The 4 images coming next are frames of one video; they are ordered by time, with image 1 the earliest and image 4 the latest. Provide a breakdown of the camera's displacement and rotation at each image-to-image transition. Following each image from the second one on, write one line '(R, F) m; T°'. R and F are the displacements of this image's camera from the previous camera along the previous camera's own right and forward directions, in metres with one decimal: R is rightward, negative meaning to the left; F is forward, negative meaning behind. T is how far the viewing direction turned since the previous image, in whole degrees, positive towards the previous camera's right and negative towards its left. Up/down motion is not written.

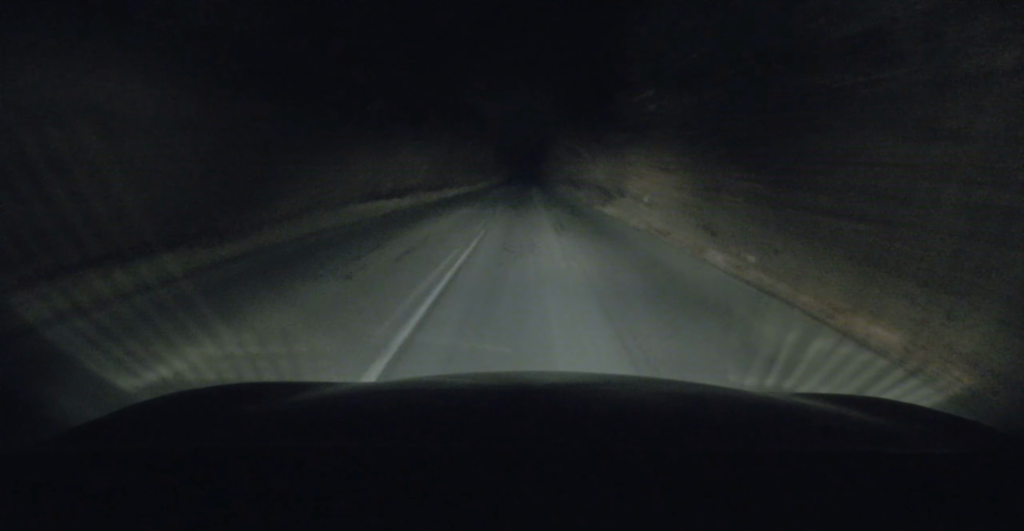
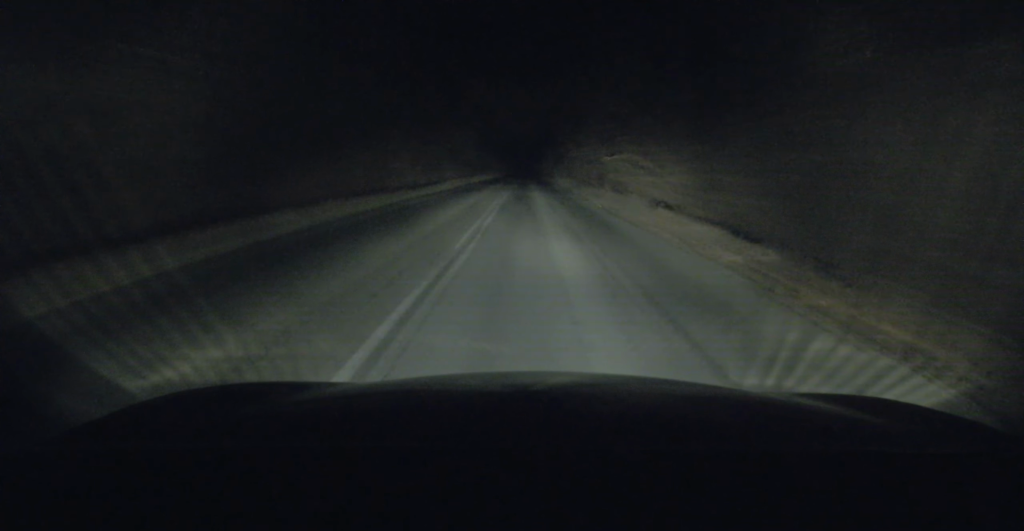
(-0.1, +30.5) m; 0°
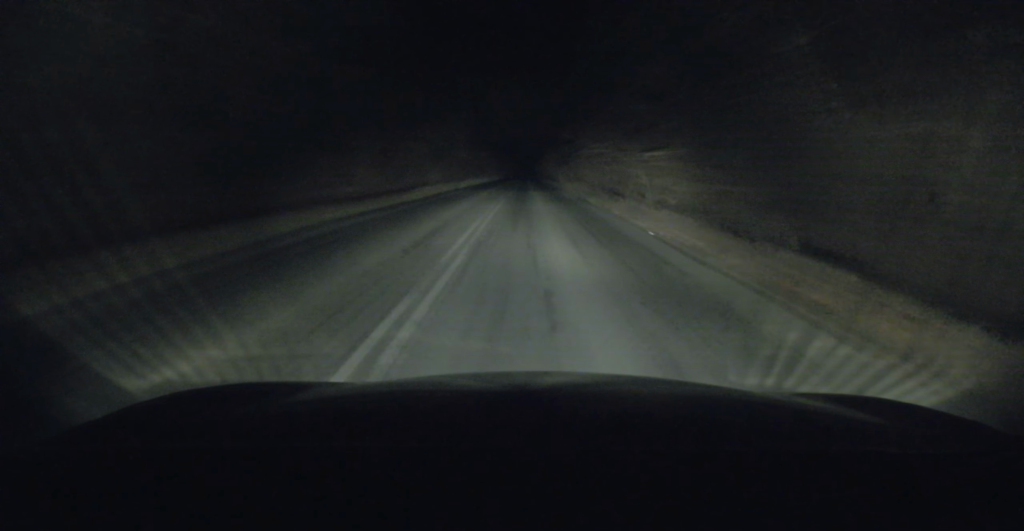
(0.0, +9.3) m; 0°
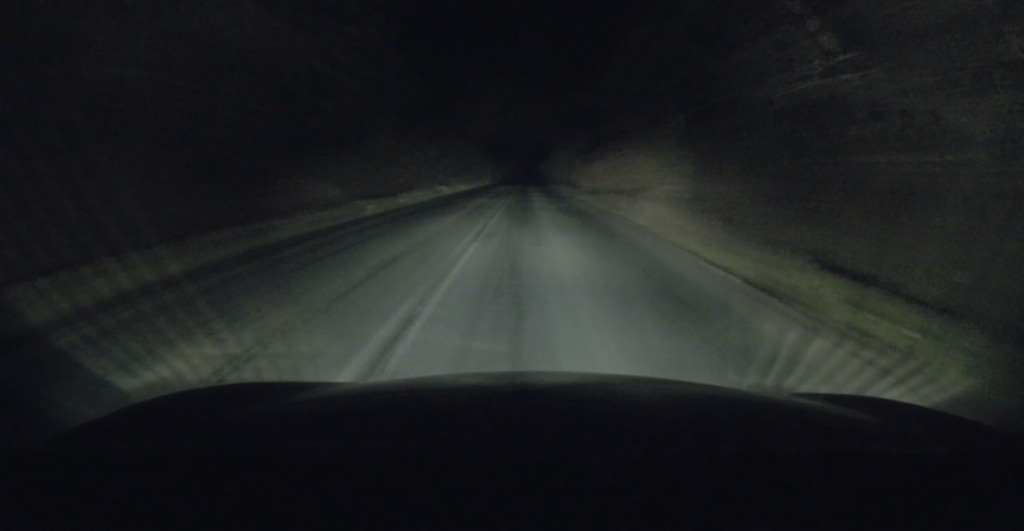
(0.0, +26.4) m; 0°
